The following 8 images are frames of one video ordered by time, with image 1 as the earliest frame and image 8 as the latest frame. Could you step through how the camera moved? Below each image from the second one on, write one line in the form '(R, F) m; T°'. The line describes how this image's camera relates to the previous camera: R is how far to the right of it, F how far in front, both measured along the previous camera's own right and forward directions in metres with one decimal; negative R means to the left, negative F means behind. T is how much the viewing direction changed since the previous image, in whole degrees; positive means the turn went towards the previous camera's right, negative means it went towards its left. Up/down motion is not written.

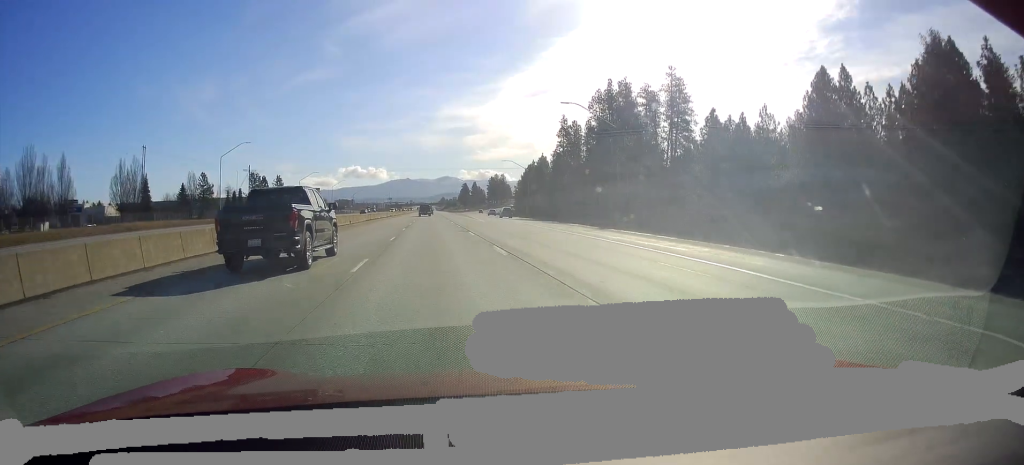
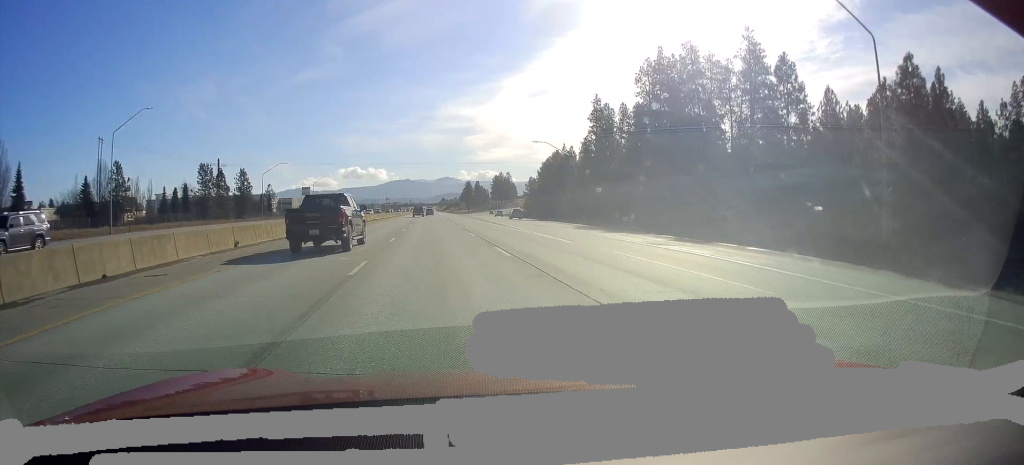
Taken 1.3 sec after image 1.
(-0.2, +36.7) m; 0°
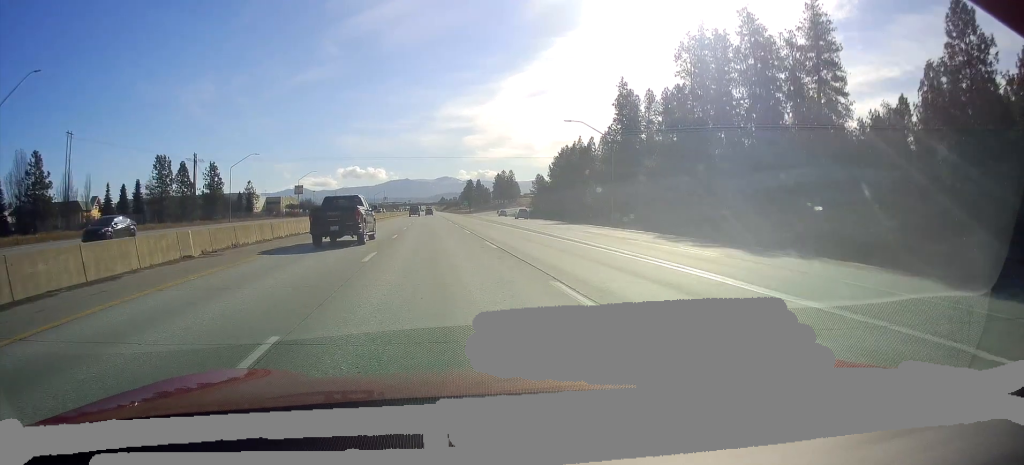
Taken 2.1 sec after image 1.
(+0.2, +21.9) m; 0°
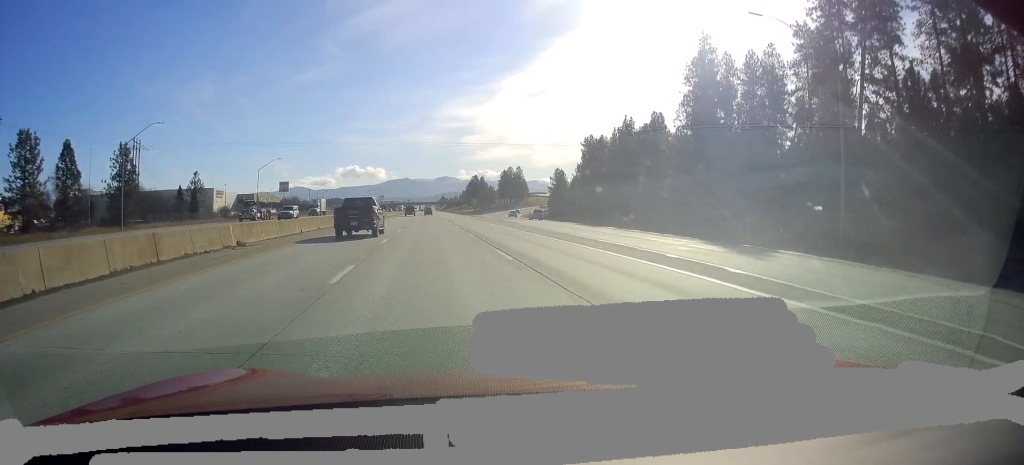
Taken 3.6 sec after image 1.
(0.0, +40.5) m; +1°
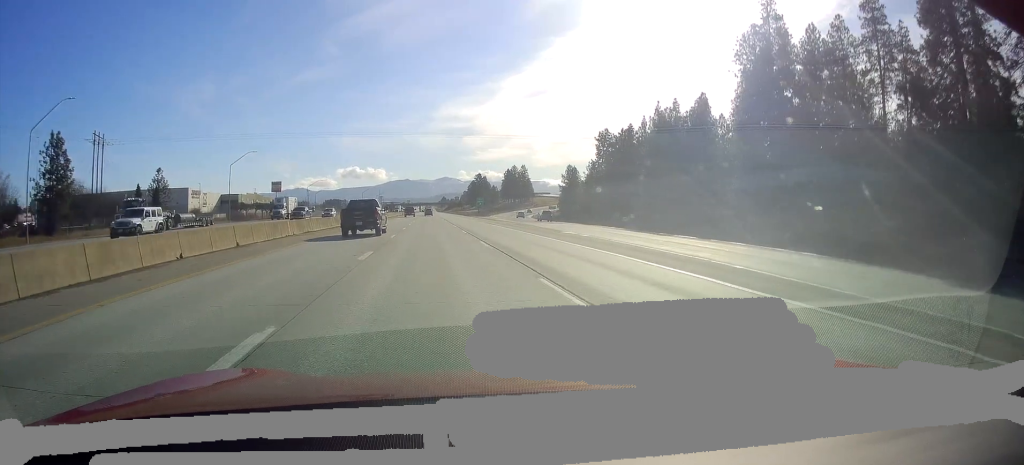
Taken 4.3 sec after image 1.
(+0.2, +19.7) m; 0°
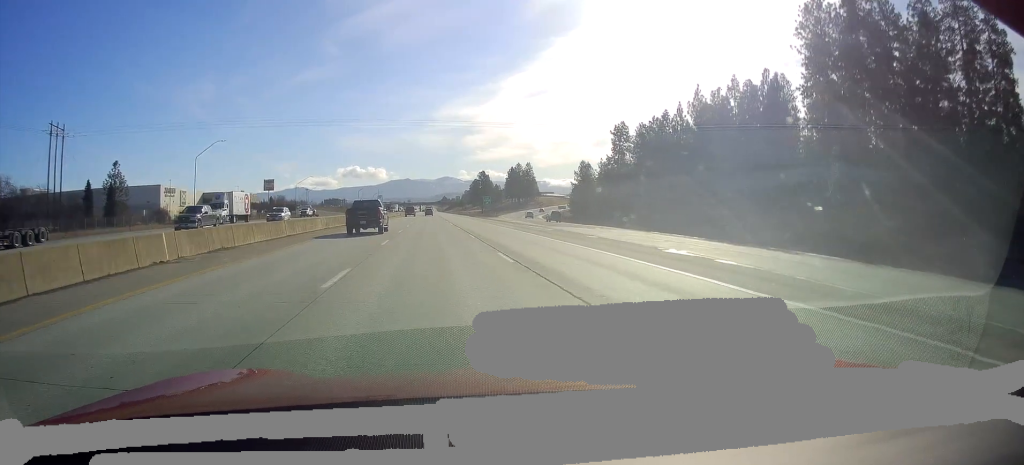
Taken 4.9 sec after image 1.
(+0.4, +17.5) m; 0°
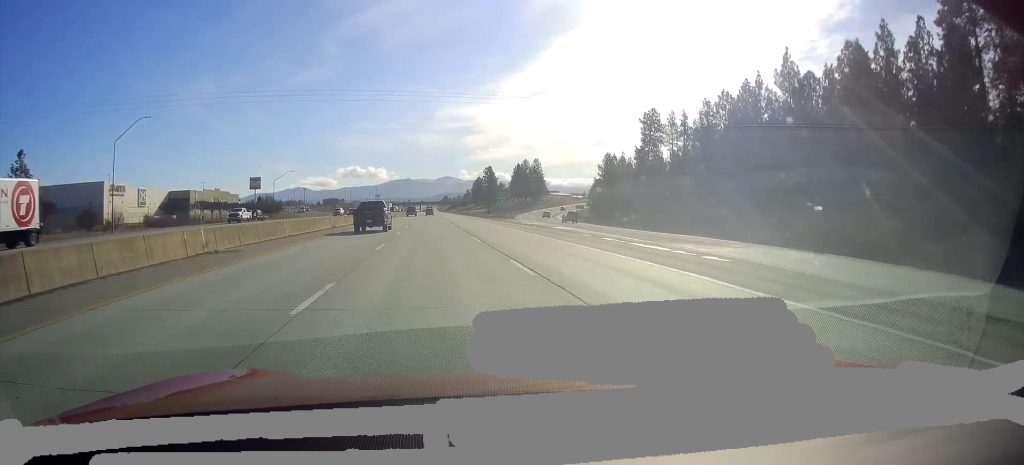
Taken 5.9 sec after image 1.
(-0.6, +26.8) m; -1°
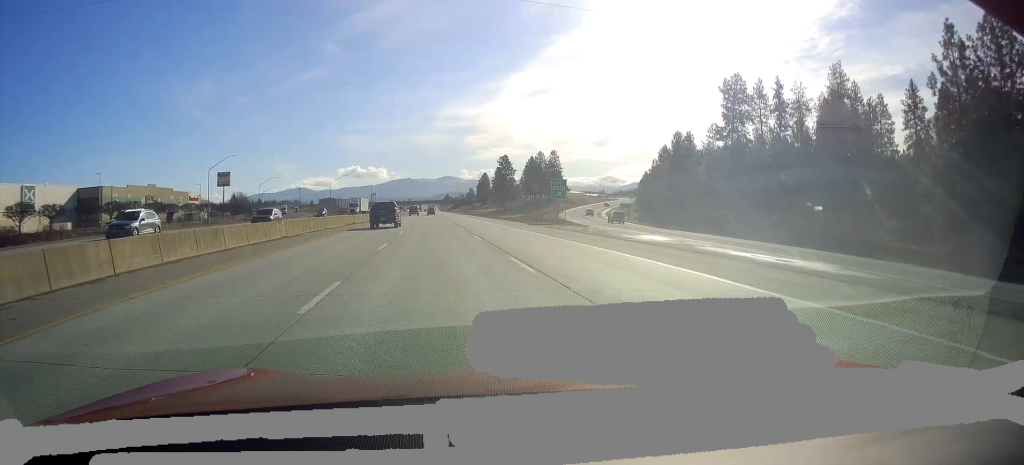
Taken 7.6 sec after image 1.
(+1.0, +48.5) m; +1°
